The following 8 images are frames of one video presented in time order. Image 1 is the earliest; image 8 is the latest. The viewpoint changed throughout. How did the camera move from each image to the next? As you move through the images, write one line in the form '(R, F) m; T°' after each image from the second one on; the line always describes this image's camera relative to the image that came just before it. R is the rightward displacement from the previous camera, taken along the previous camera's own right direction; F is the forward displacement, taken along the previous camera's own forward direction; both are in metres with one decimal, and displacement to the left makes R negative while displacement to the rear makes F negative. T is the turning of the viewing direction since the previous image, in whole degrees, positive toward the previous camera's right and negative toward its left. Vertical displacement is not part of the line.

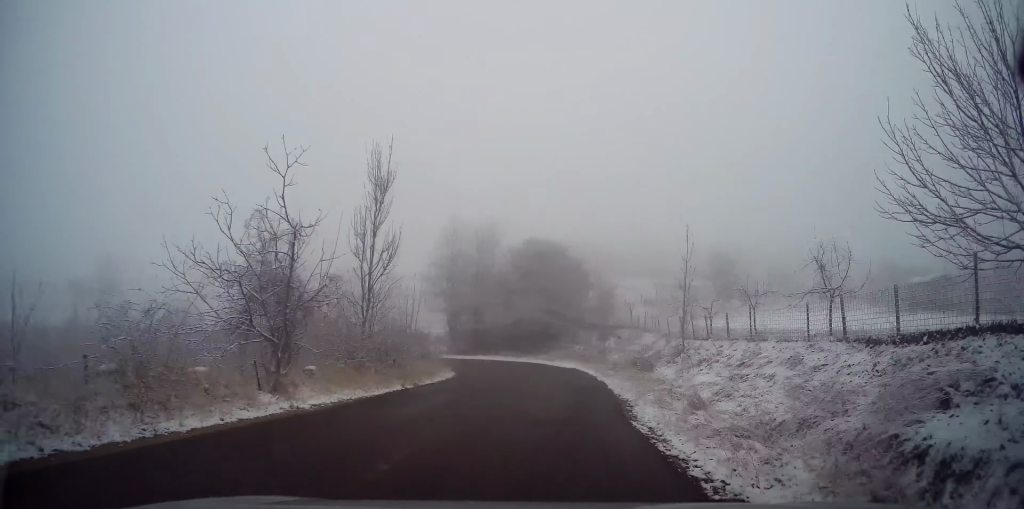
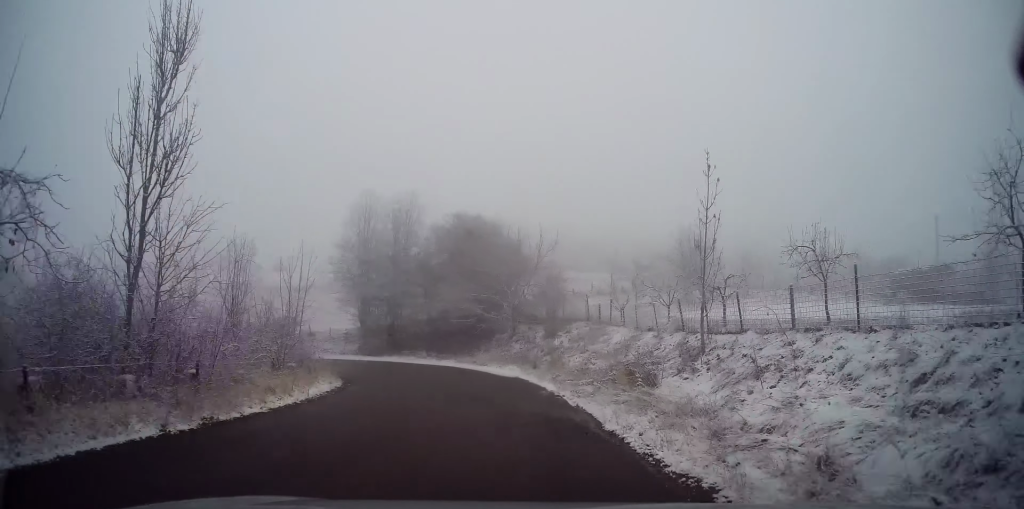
(+0.8, +7.9) m; +8°
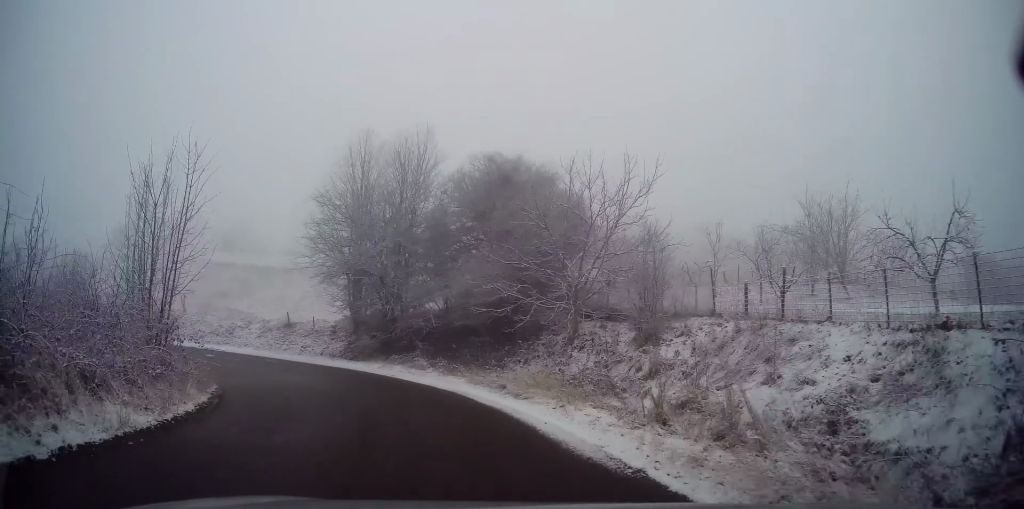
(+0.6, +11.9) m; -4°
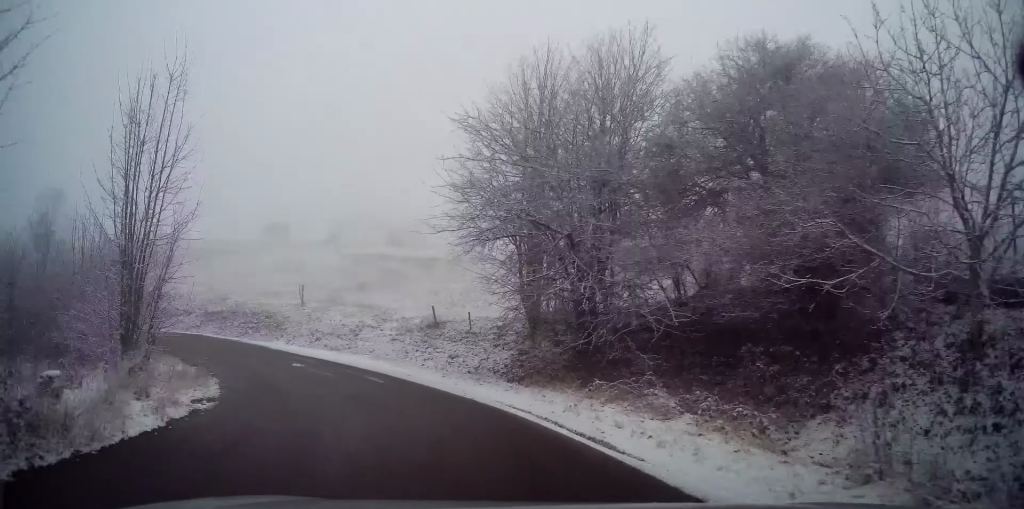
(-1.5, +10.9) m; -17°
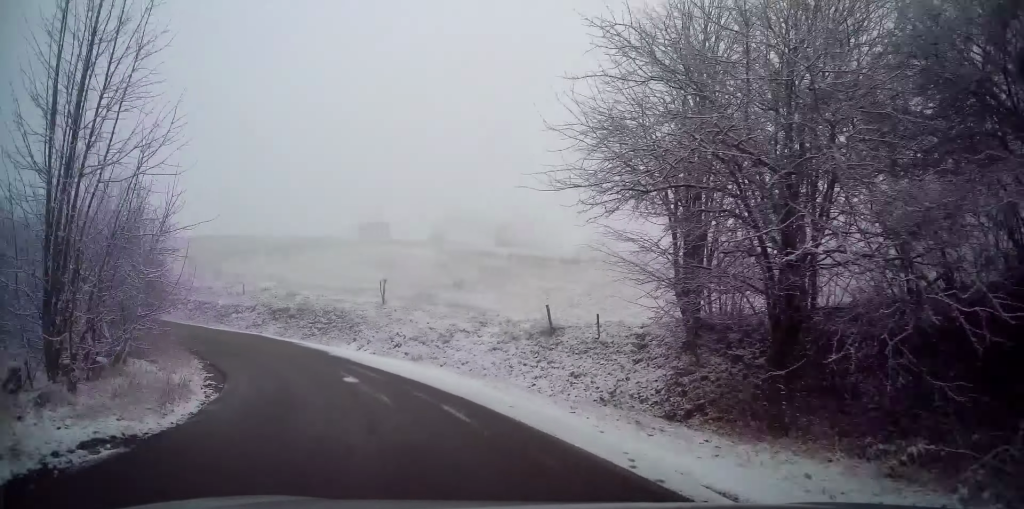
(-0.9, +5.9) m; -10°
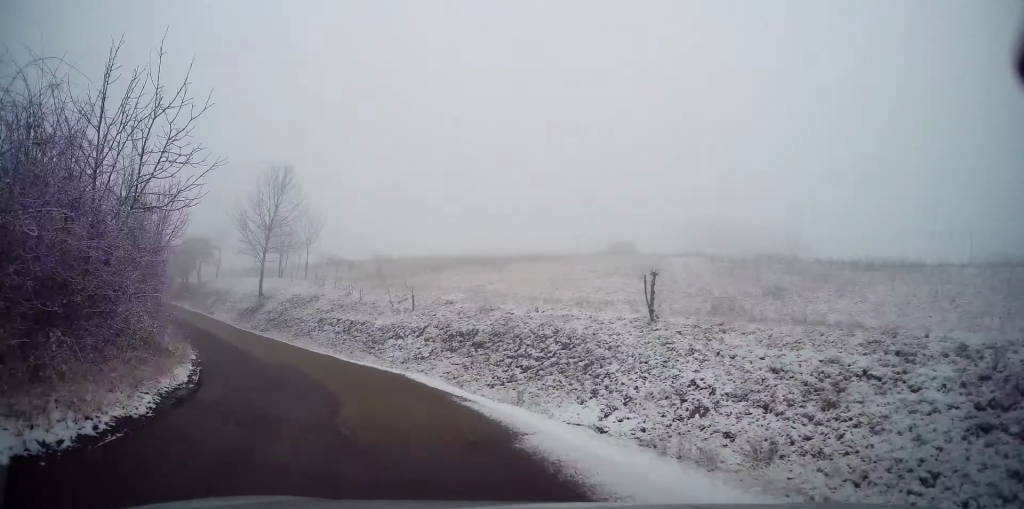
(-2.2, +12.1) m; -21°
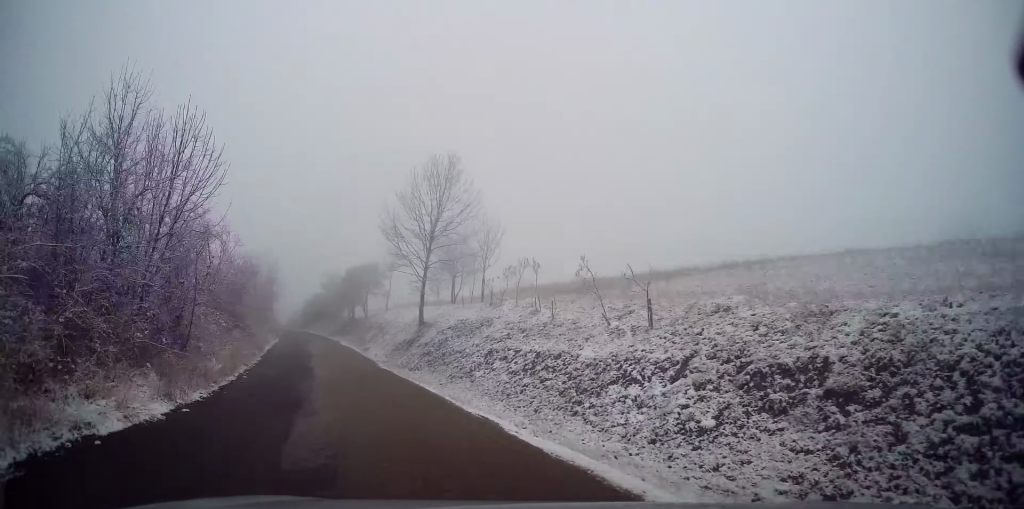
(-1.3, +9.4) m; -18°
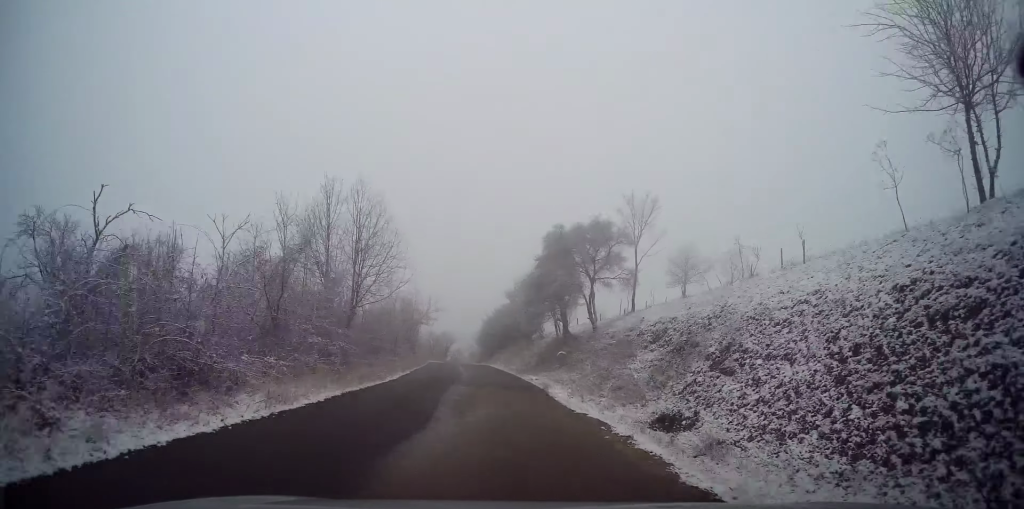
(-11.2, +27.1) m; -32°
